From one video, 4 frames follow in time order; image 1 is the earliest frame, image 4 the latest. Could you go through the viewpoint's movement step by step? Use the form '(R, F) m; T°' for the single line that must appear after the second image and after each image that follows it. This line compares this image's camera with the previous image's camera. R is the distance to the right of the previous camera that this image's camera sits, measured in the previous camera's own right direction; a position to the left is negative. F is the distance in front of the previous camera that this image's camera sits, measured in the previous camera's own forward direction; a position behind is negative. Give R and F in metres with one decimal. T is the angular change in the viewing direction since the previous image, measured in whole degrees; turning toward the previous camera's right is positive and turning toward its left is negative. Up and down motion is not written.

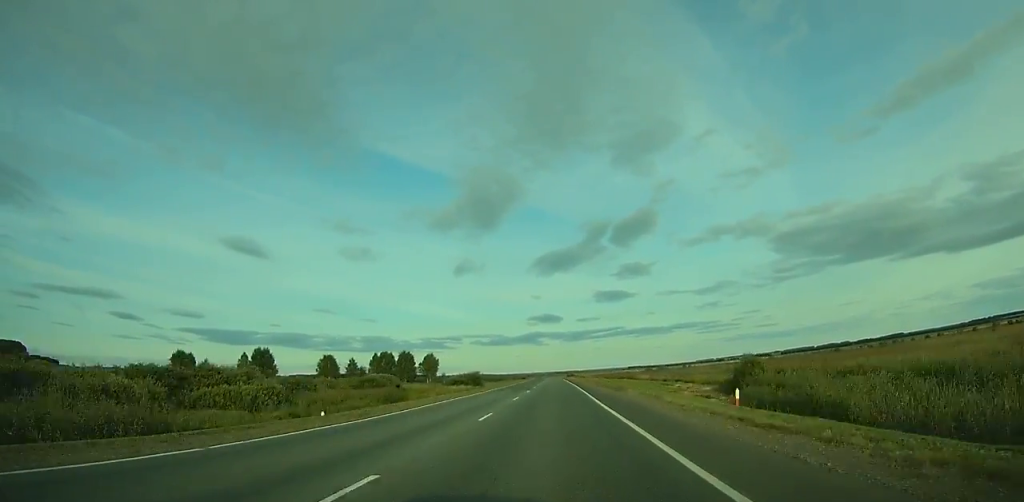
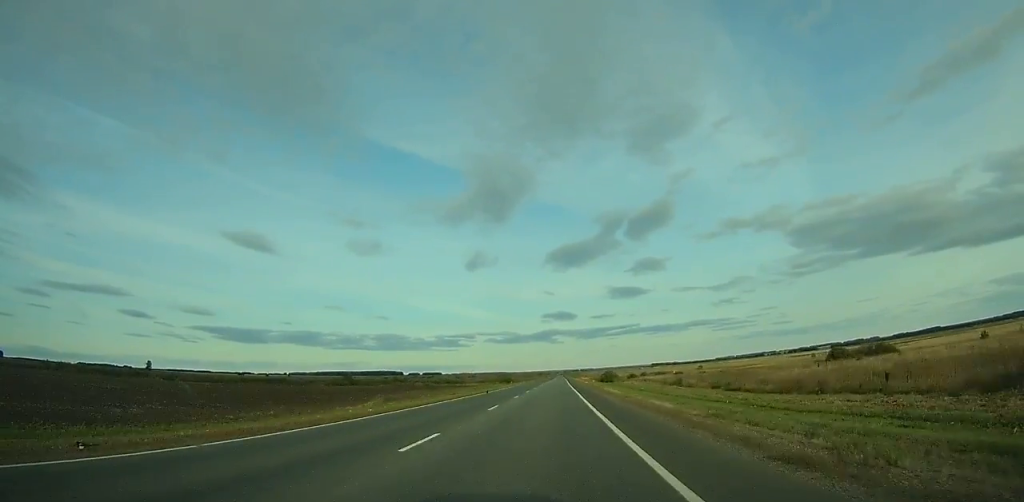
(-4.6, +271.7) m; -2°
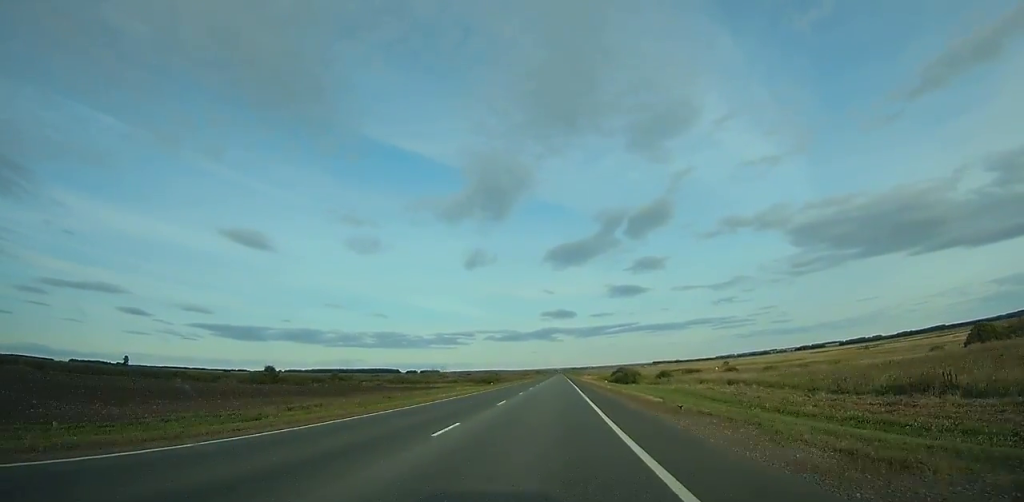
(0.0, +59.2) m; 0°
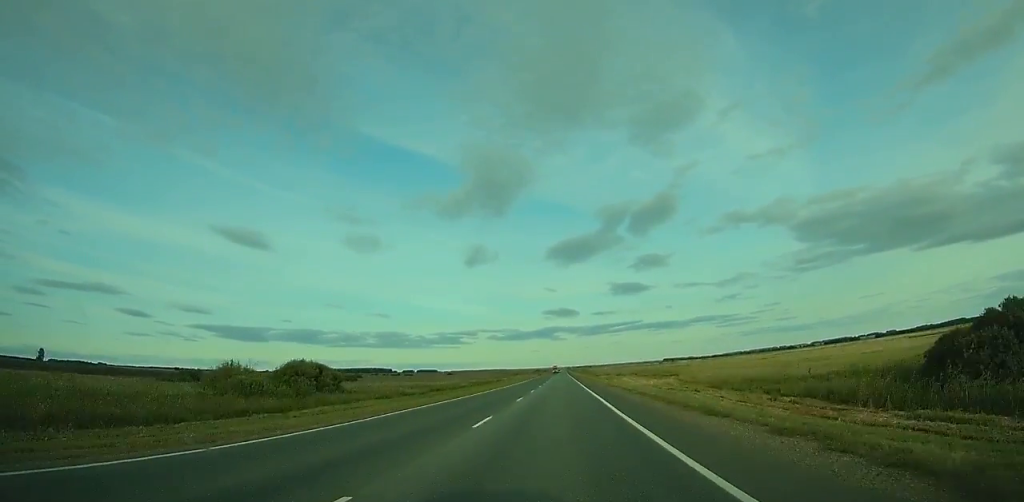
(+0.1, +194.0) m; 0°
